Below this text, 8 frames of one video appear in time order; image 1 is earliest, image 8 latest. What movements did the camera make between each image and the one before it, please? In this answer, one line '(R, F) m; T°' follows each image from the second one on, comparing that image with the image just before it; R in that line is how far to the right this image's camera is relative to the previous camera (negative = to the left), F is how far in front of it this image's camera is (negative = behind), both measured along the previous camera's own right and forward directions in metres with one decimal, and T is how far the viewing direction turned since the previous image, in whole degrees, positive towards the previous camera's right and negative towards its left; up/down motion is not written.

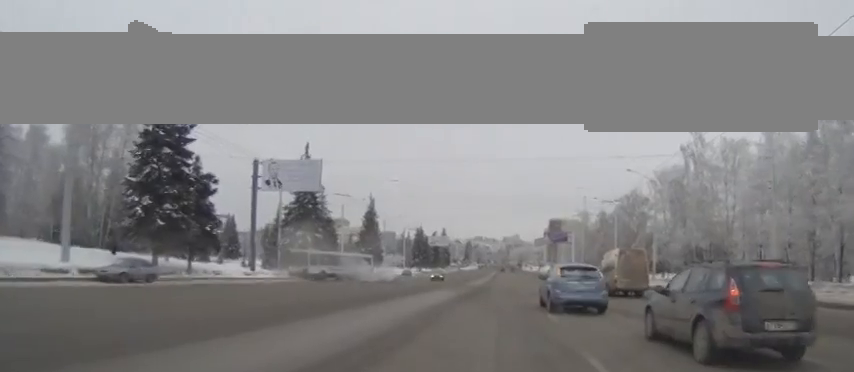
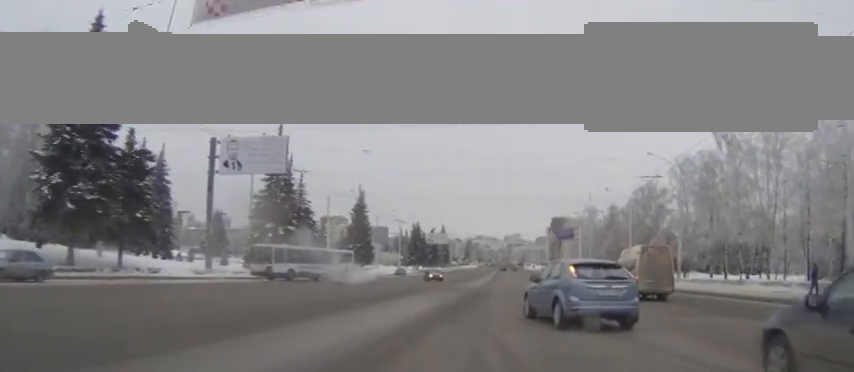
(-0.1, +8.2) m; -4°
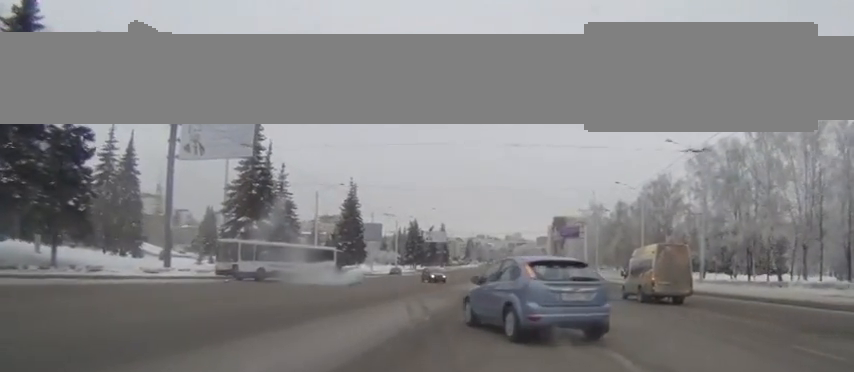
(0.0, +5.9) m; 0°
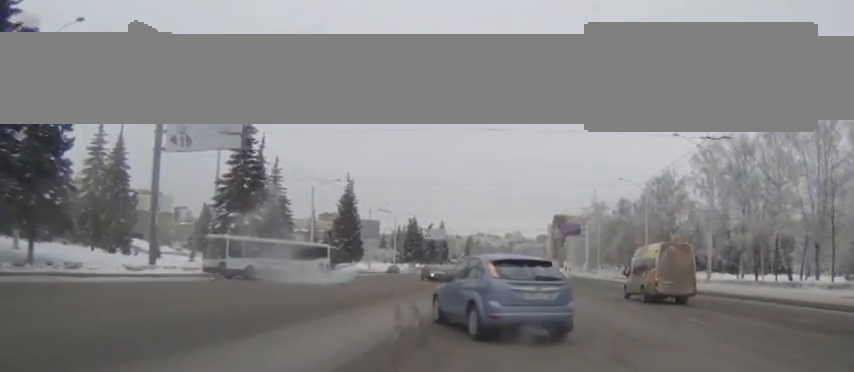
(0.0, +1.7) m; 0°
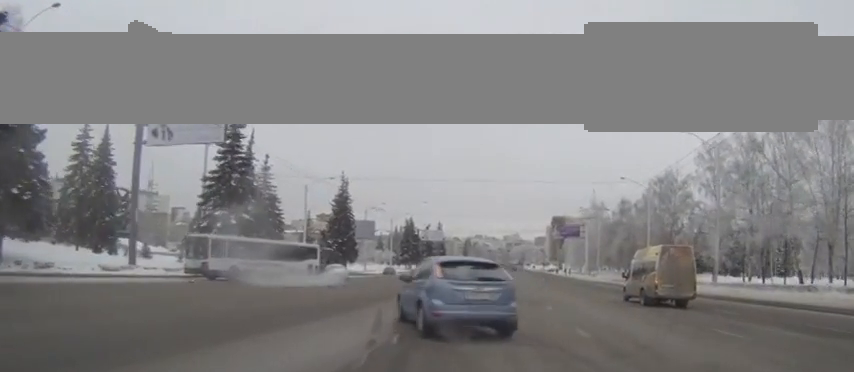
(0.0, +2.2) m; 0°
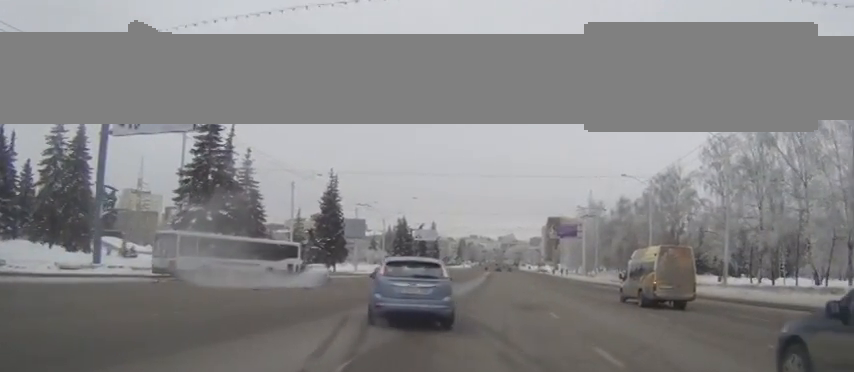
(0.0, +3.1) m; +2°
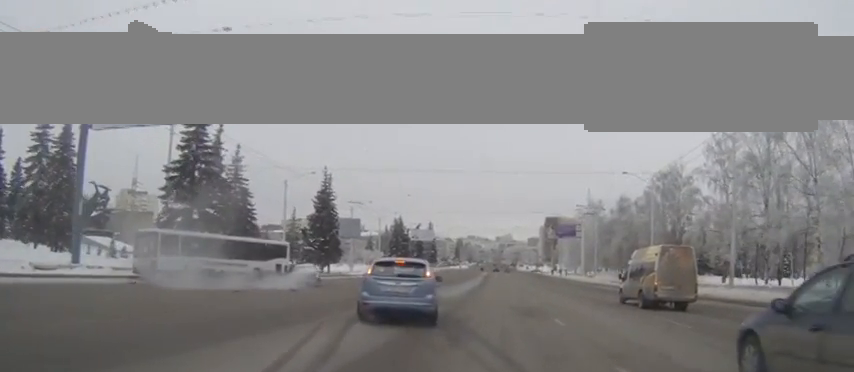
(+0.1, +1.7) m; +1°
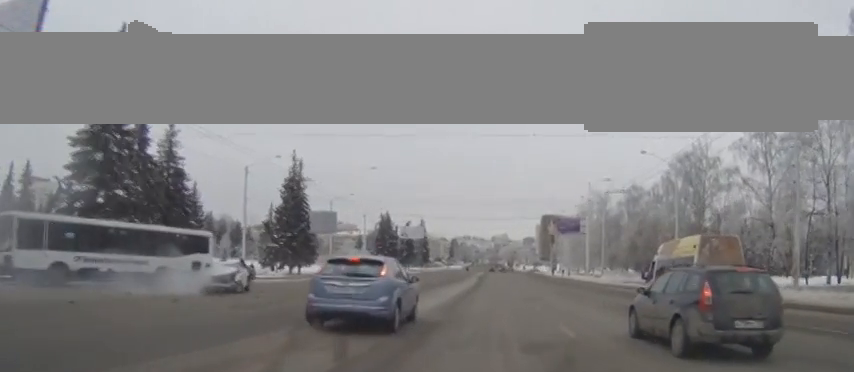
(+0.2, +10.2) m; 0°
